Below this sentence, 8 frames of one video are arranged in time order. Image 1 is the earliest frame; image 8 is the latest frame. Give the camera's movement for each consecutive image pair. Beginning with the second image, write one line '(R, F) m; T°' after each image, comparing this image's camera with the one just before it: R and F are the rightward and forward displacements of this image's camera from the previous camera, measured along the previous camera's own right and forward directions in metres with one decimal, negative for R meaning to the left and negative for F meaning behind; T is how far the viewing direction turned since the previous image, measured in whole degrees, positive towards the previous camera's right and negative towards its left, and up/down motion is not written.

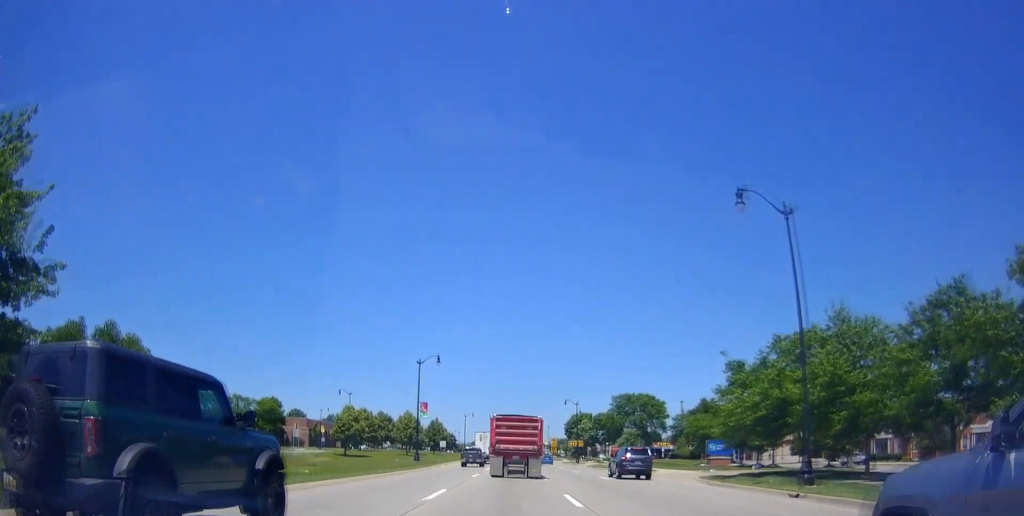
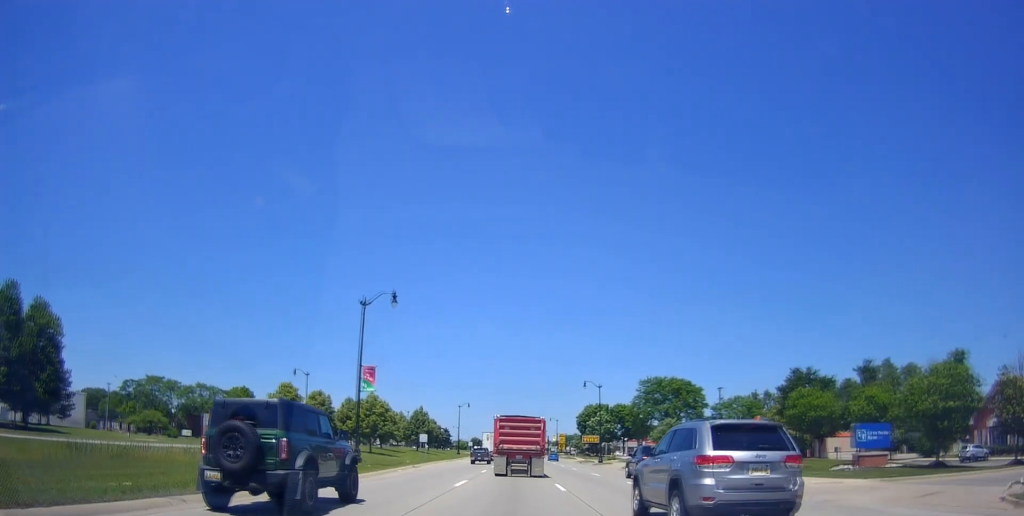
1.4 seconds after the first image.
(+0.3, +23.7) m; +1°
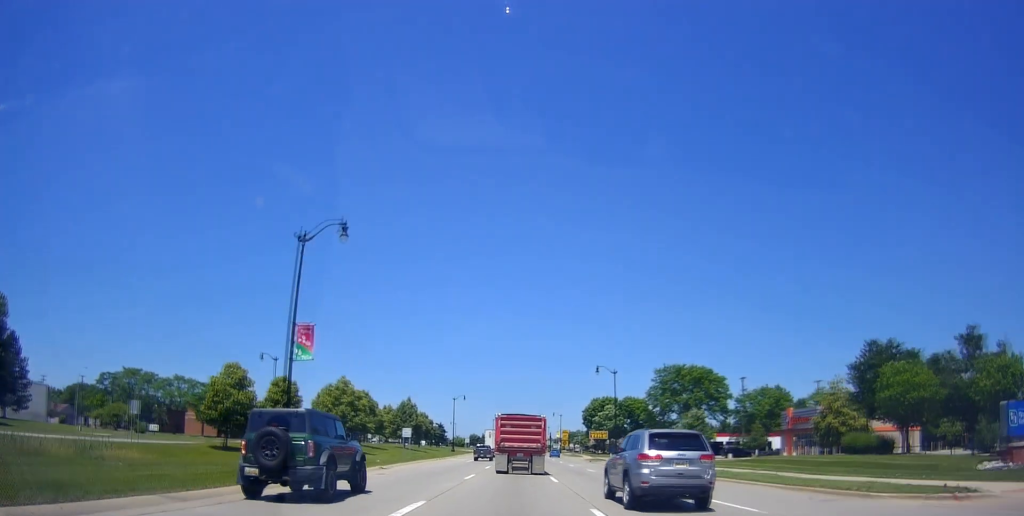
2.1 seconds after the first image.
(0.0, +11.5) m; 0°
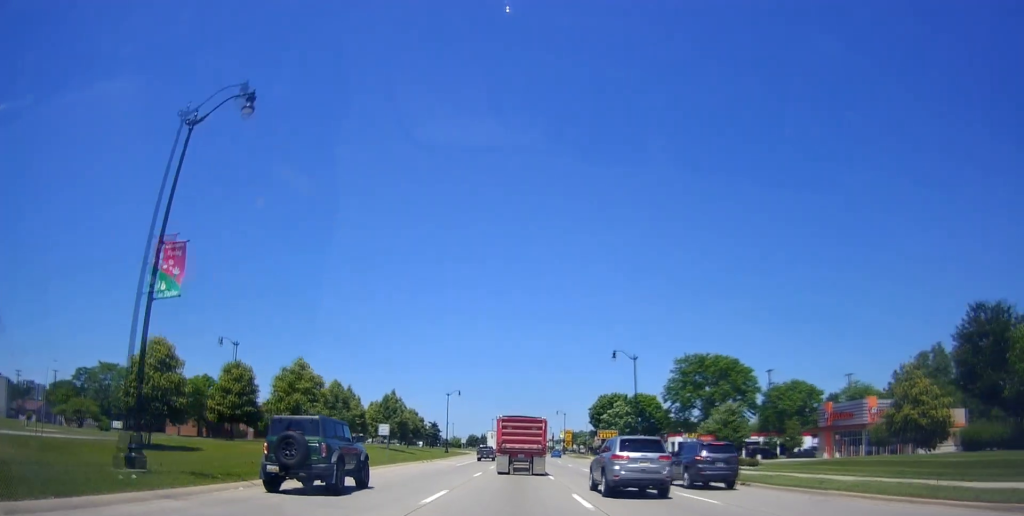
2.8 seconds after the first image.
(0.0, +10.9) m; -1°
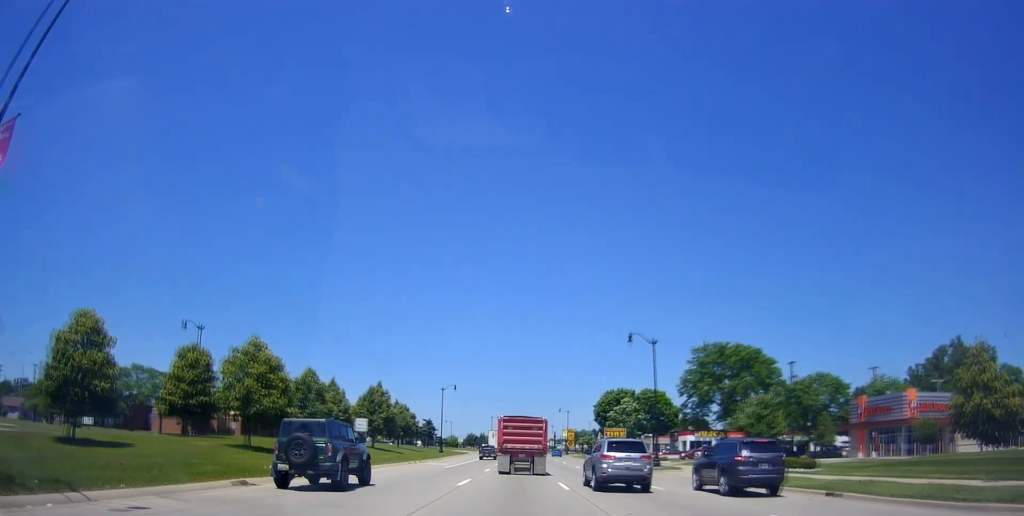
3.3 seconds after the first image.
(+0.1, +7.7) m; -1°
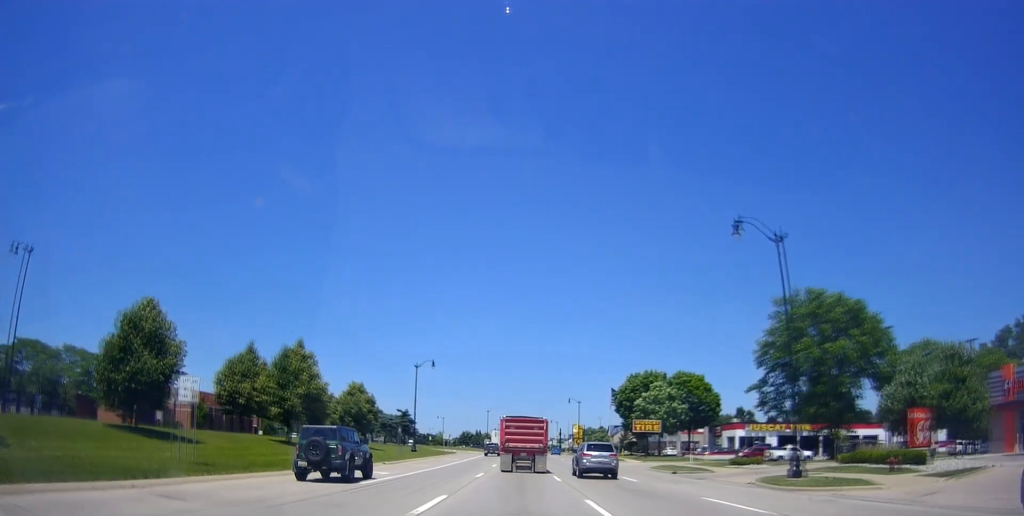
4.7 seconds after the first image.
(-0.2, +24.3) m; -1°
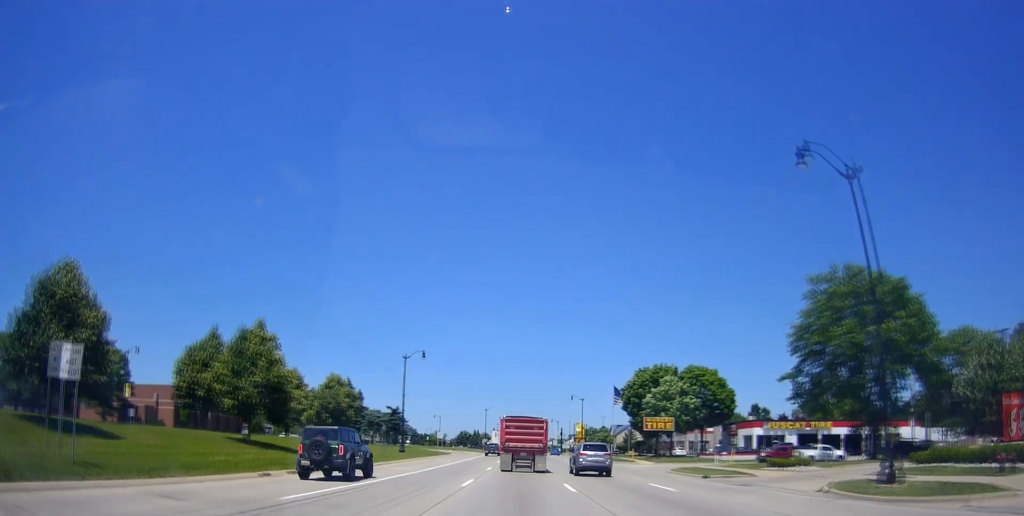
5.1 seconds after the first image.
(+0.2, +6.7) m; -1°
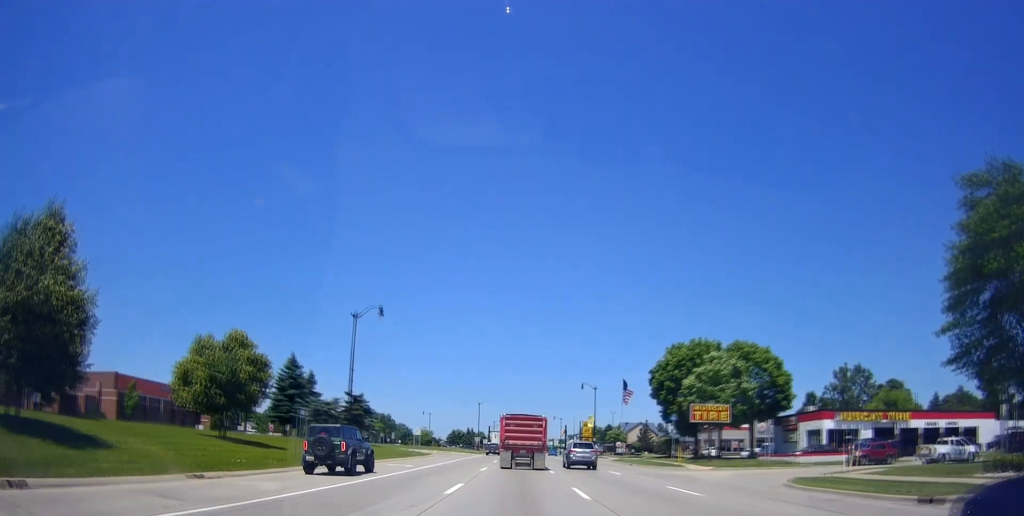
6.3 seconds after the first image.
(-0.8, +18.9) m; 0°
